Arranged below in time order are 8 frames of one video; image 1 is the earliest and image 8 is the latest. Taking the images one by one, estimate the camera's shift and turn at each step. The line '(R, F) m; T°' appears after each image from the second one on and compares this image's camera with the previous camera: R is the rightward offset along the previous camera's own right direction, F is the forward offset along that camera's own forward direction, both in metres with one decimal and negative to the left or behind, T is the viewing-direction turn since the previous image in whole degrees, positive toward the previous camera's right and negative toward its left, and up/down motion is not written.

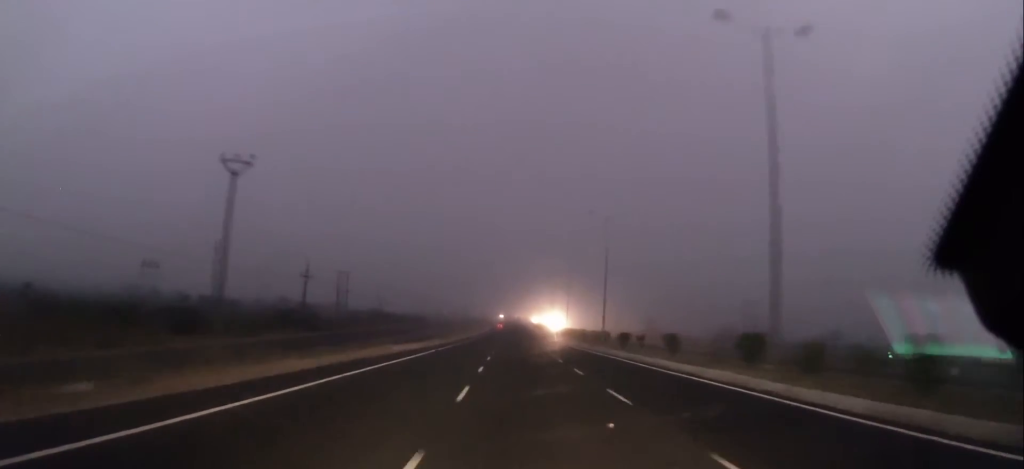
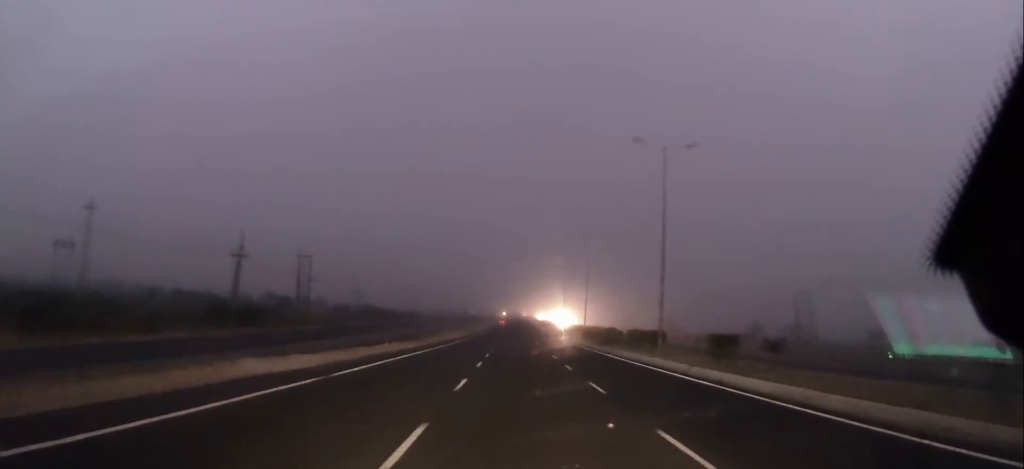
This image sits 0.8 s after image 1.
(-0.5, +24.8) m; 0°
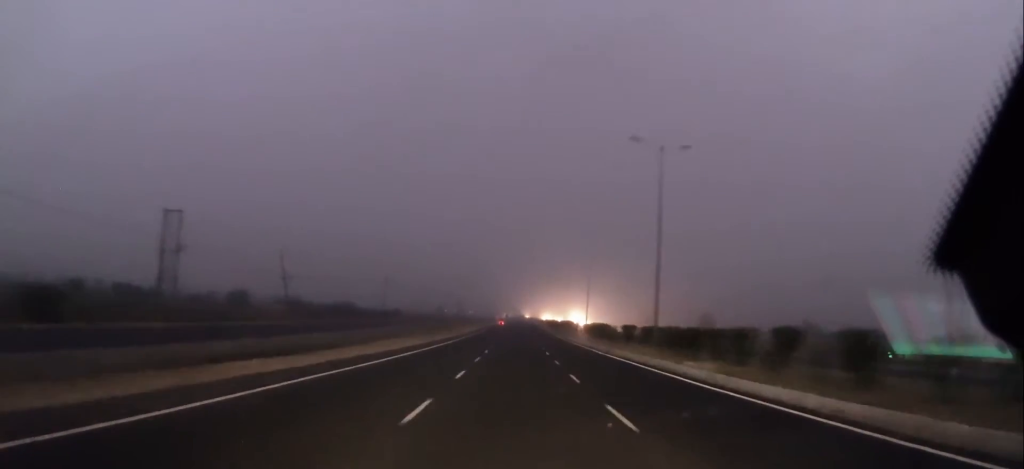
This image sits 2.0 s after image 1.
(+0.3, +41.6) m; 0°
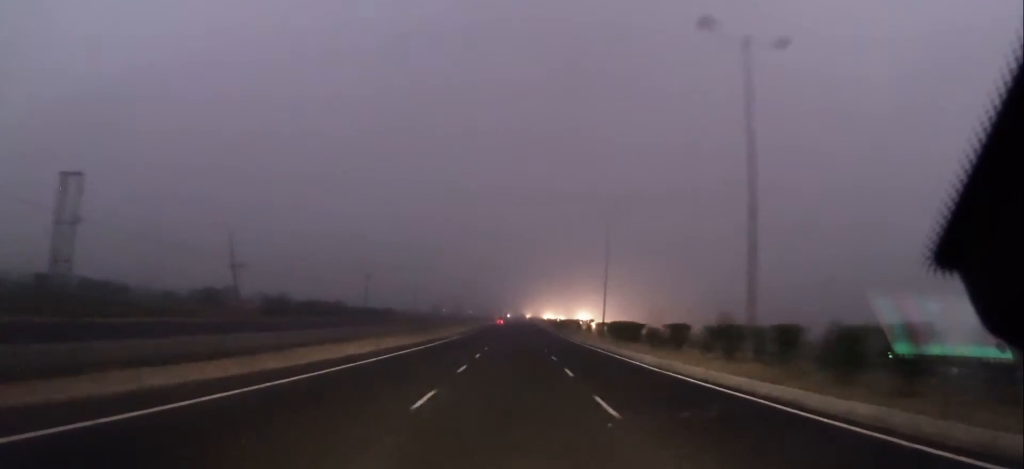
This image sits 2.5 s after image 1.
(-0.2, +16.6) m; 0°
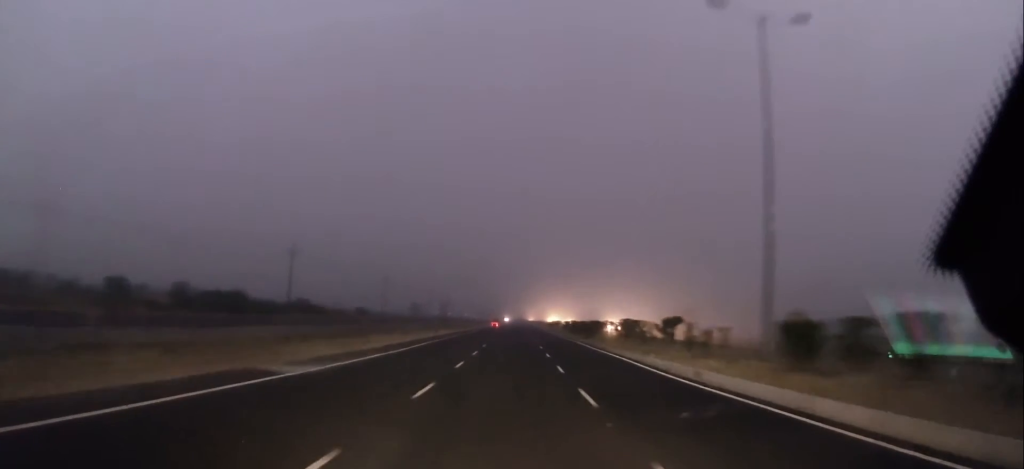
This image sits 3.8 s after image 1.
(+0.2, +43.5) m; +1°
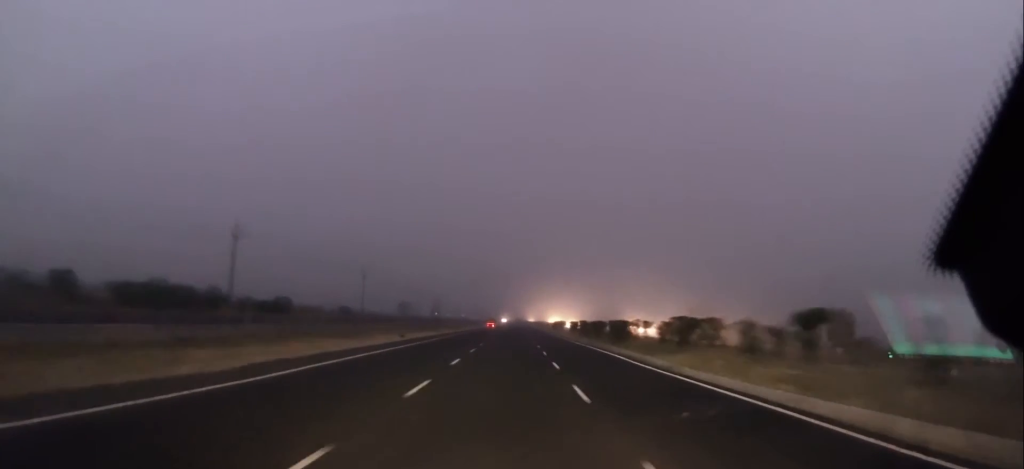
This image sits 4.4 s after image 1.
(0.0, +18.0) m; 0°
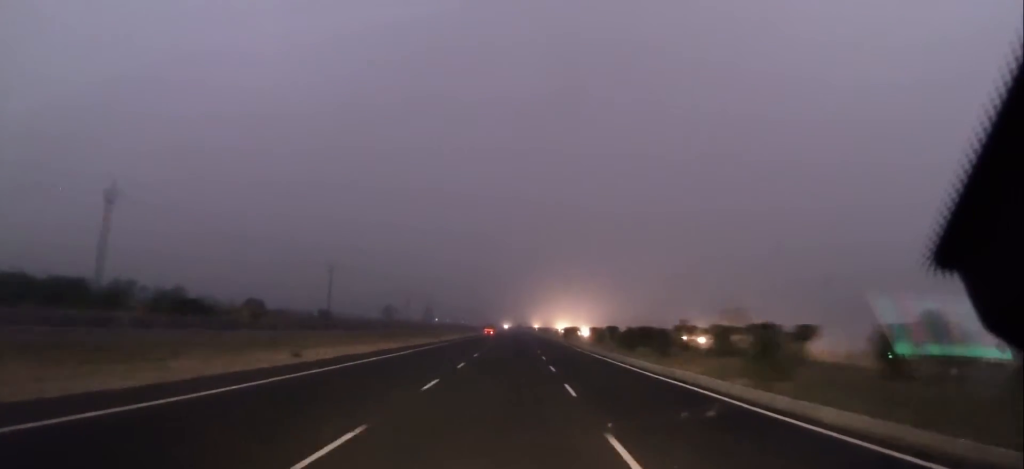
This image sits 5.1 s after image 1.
(0.0, +24.8) m; 0°
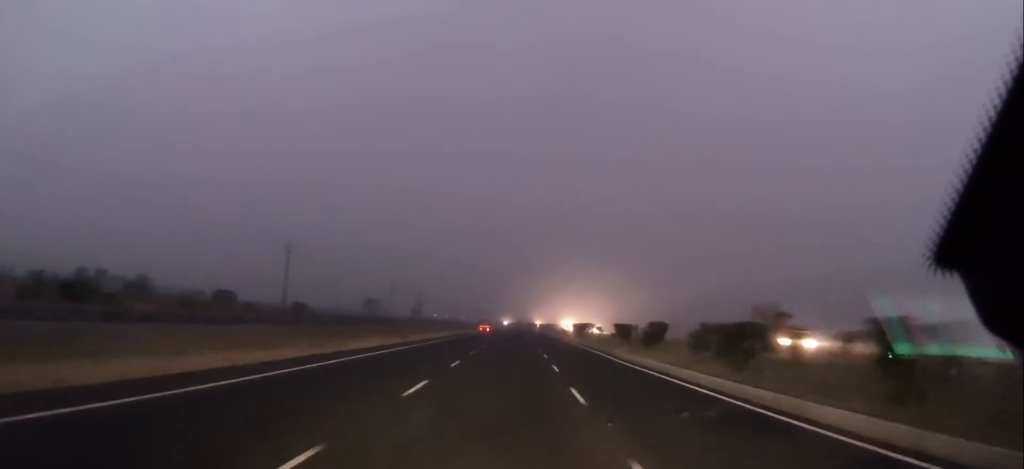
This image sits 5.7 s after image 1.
(-0.3, +20.2) m; 0°
